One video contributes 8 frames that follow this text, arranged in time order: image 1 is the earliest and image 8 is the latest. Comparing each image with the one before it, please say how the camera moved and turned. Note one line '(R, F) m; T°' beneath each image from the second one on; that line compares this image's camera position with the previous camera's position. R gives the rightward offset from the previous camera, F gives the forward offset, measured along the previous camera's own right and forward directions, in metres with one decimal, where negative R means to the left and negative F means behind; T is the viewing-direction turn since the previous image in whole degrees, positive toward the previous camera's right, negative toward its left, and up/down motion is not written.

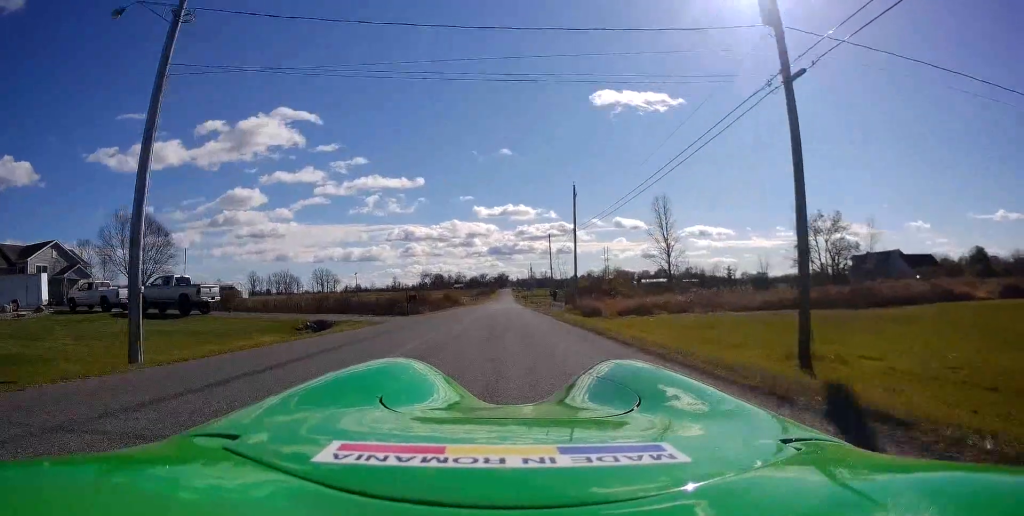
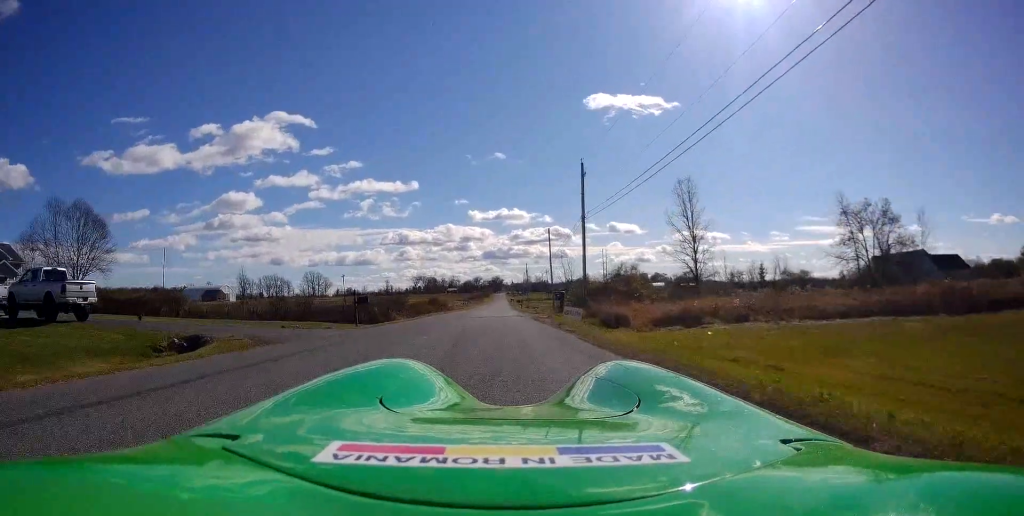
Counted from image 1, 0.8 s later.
(0.0, +10.4) m; -1°
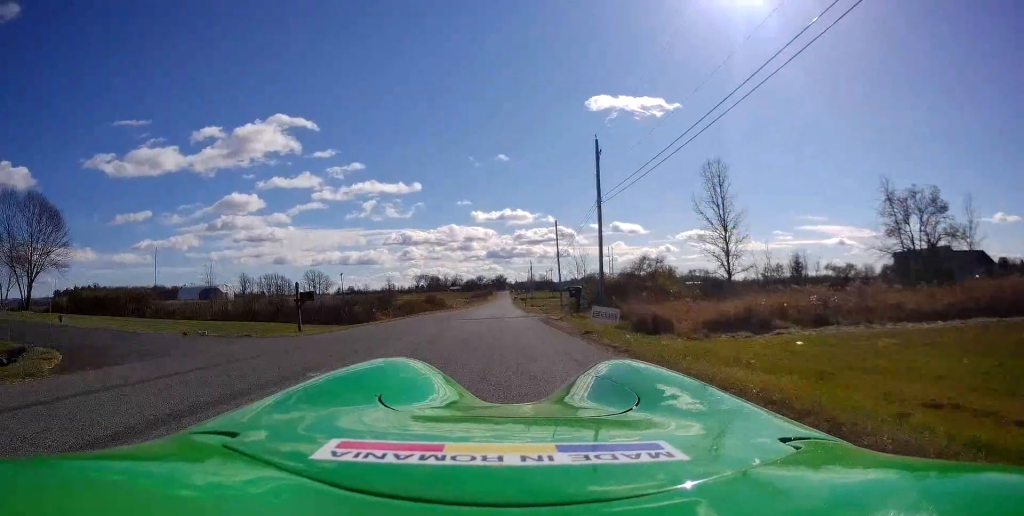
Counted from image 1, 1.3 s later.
(-0.1, +7.1) m; 0°
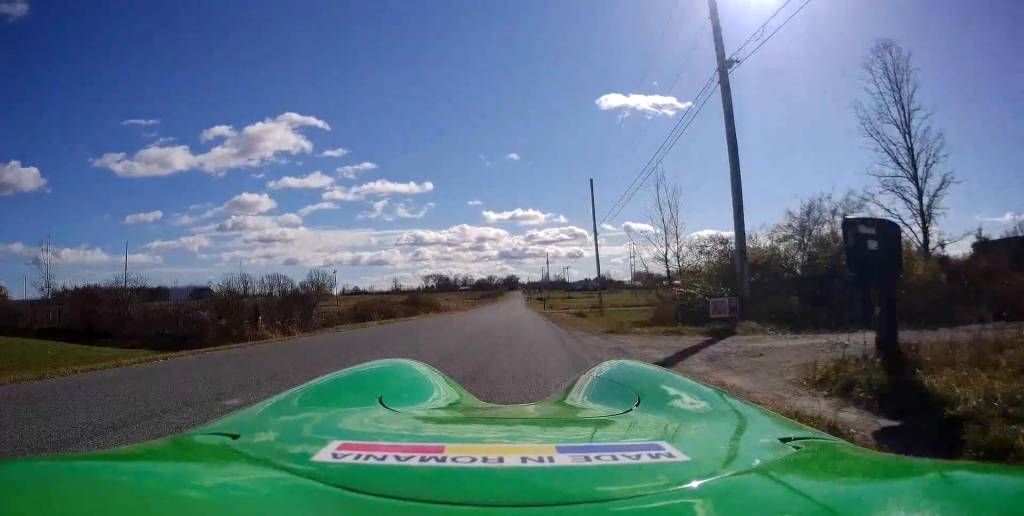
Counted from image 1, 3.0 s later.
(+0.1, +21.8) m; +1°
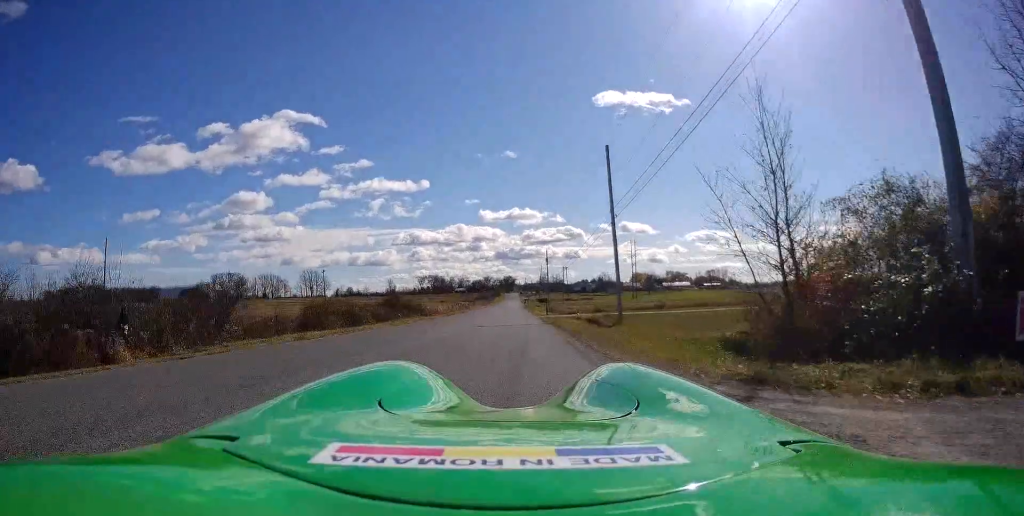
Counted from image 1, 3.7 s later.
(0.0, +8.7) m; -1°
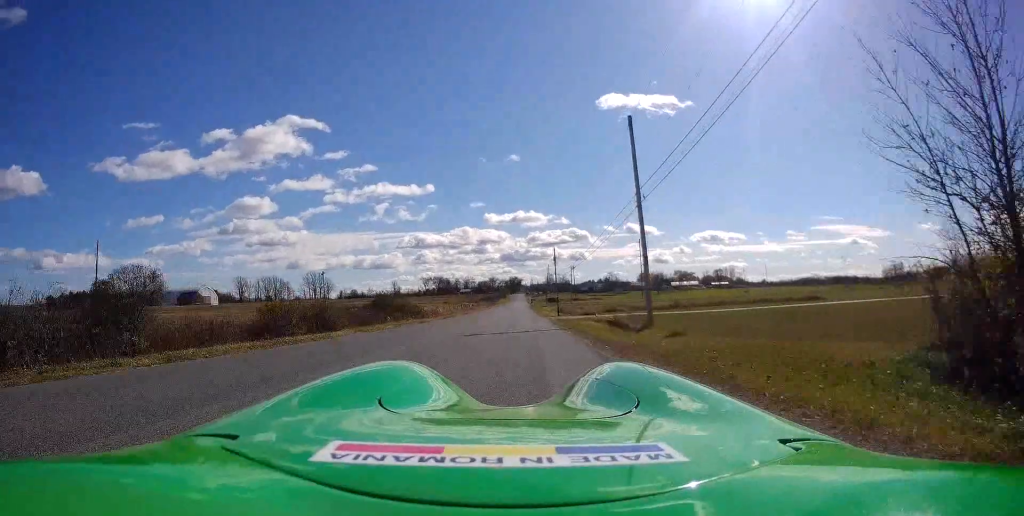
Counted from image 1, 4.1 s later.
(0.0, +6.0) m; 0°
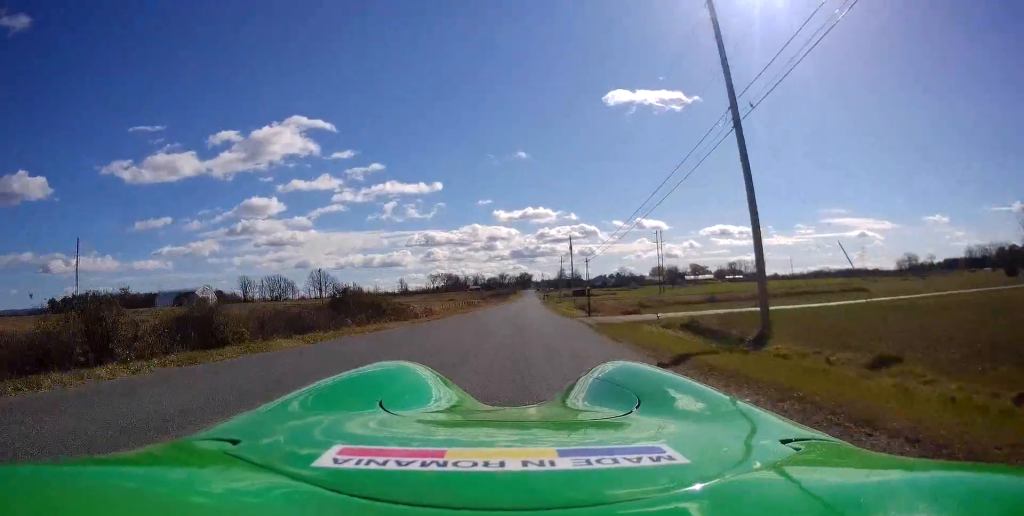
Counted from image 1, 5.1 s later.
(-0.2, +12.5) m; -1°
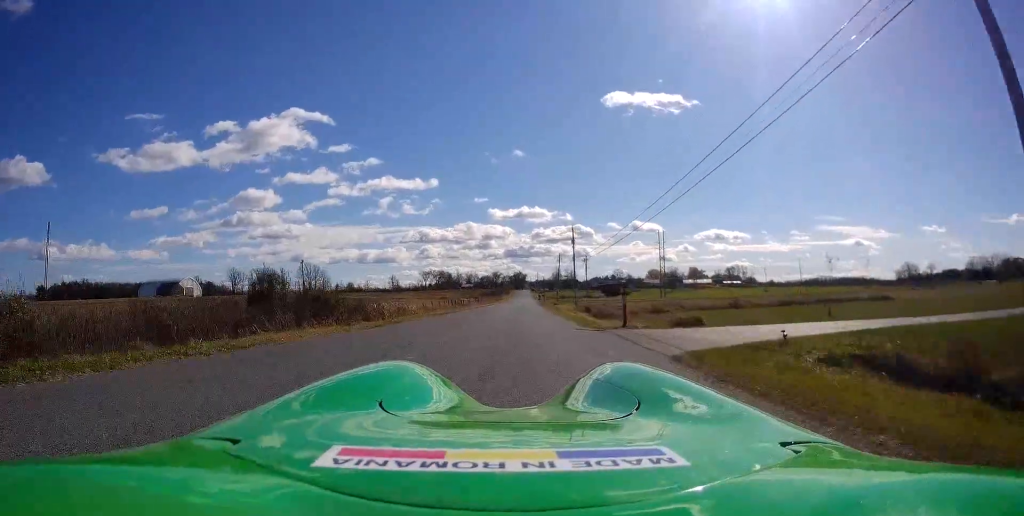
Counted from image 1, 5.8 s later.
(0.0, +9.7) m; 0°
